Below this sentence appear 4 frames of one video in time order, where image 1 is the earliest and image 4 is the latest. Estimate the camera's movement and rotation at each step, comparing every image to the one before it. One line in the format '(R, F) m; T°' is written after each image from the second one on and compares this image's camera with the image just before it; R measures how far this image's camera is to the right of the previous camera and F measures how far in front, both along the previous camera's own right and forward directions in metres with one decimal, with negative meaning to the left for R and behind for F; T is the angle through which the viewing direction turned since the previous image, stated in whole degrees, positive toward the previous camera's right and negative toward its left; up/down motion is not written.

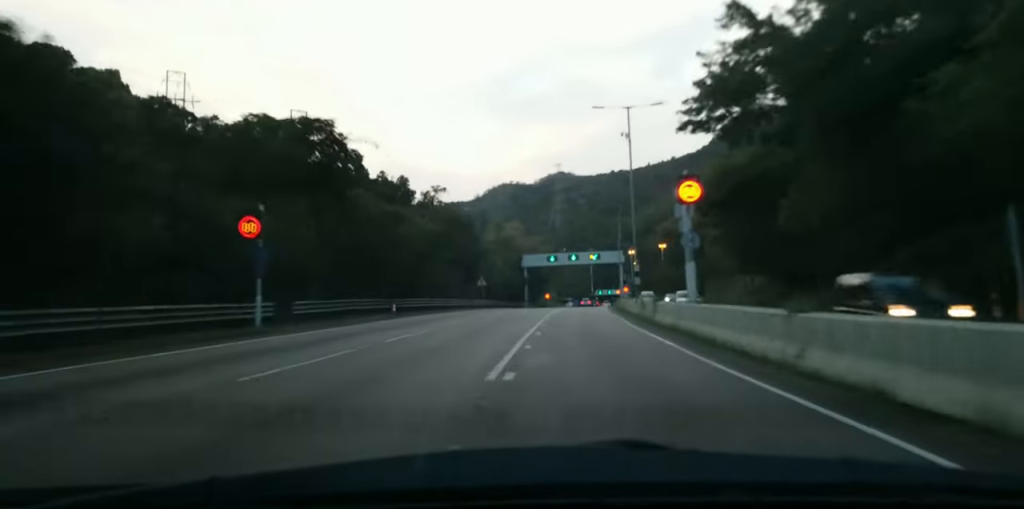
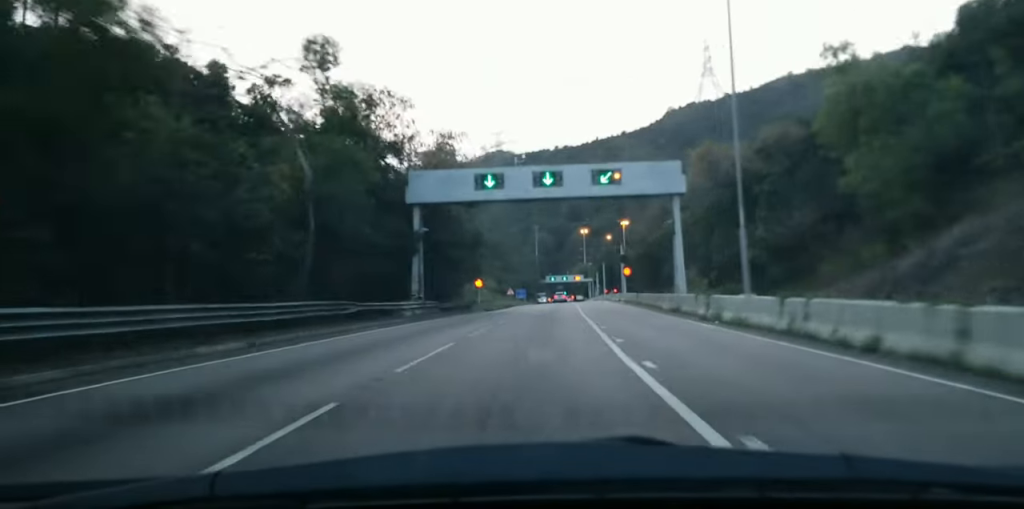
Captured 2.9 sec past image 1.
(+3.9, +71.2) m; +5°
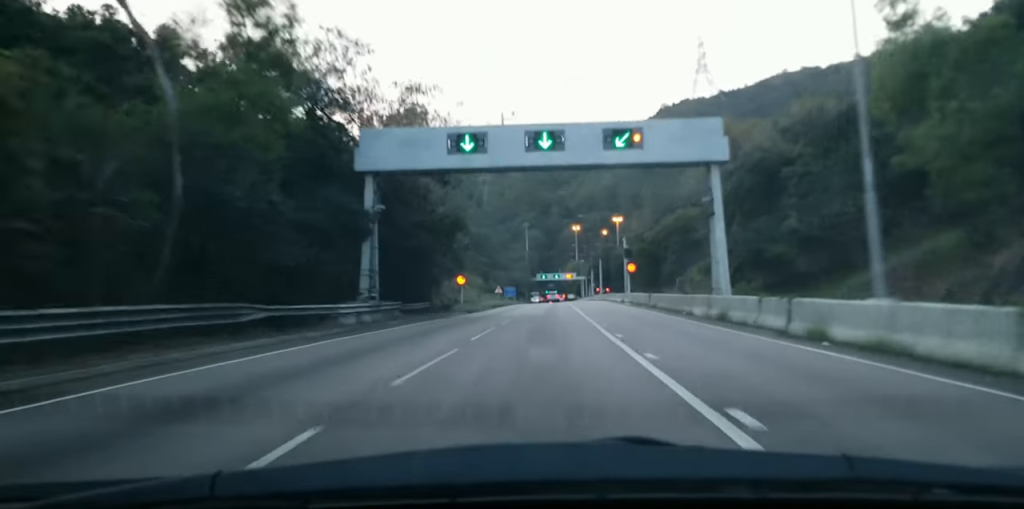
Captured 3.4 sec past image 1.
(+0.1, +11.3) m; 0°
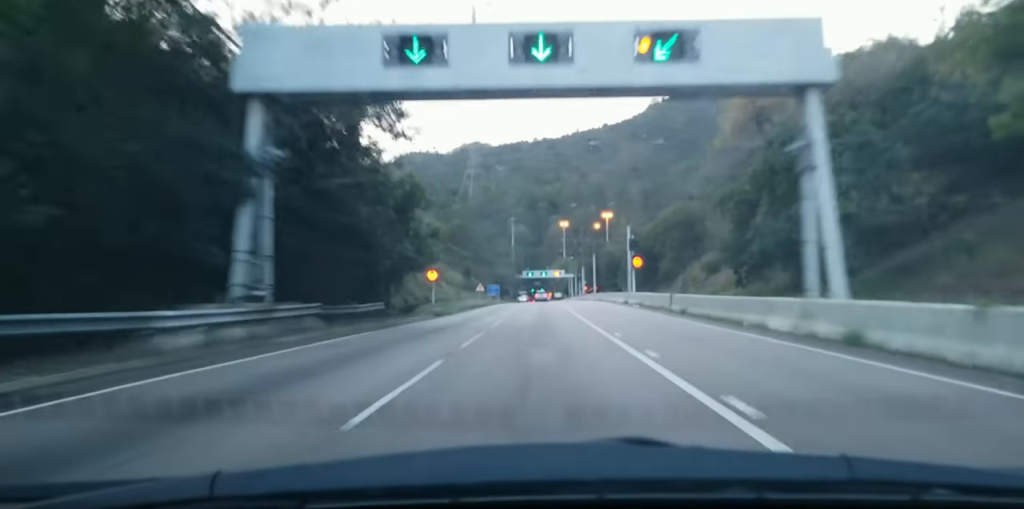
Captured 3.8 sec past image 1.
(0.0, +10.4) m; 0°
